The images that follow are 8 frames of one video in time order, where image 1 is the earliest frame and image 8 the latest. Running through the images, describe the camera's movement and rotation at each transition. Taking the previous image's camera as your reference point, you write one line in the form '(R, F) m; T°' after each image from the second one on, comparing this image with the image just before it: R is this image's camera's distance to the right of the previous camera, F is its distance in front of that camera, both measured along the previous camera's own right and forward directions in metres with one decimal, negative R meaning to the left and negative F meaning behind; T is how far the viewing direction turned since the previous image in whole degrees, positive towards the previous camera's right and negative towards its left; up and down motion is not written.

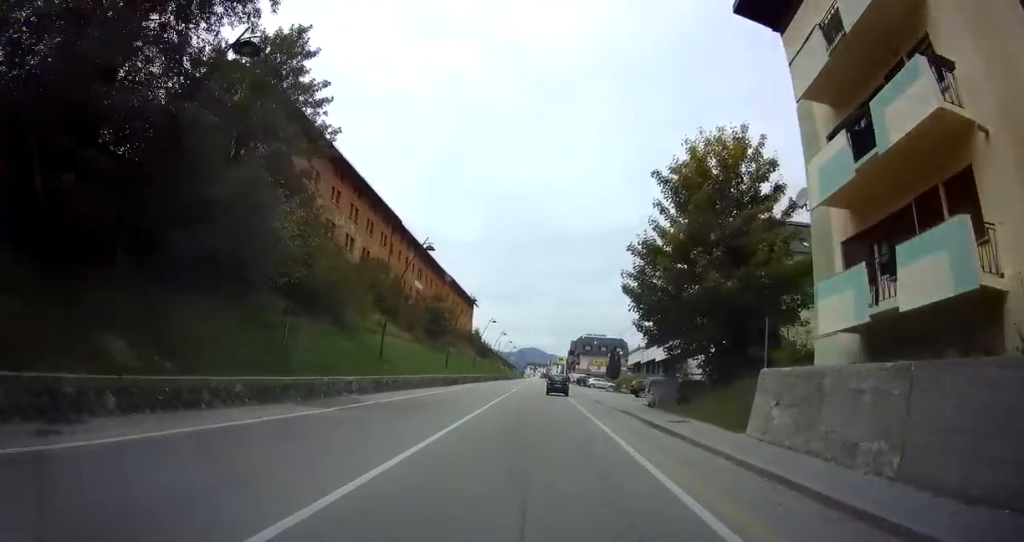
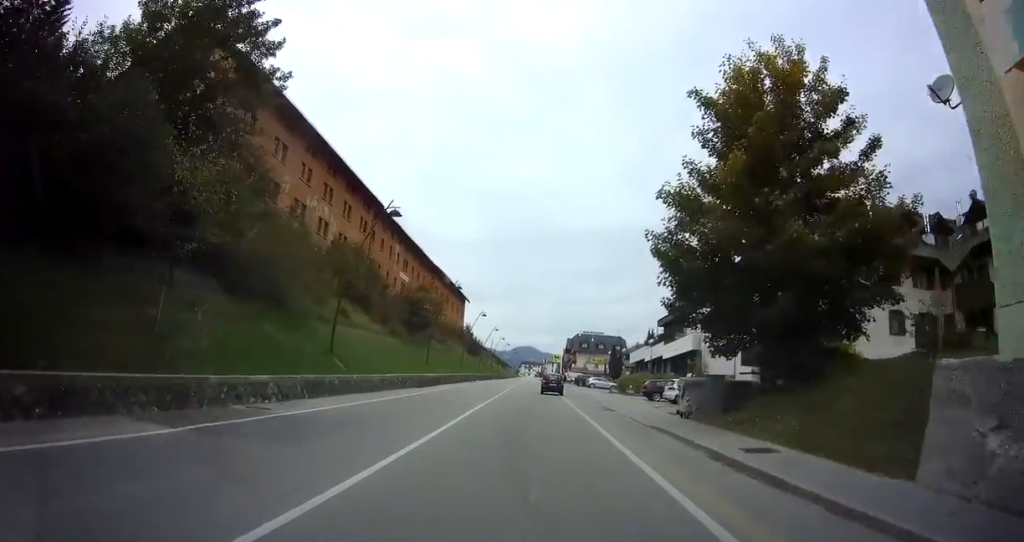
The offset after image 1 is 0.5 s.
(-0.3, +6.9) m; 0°
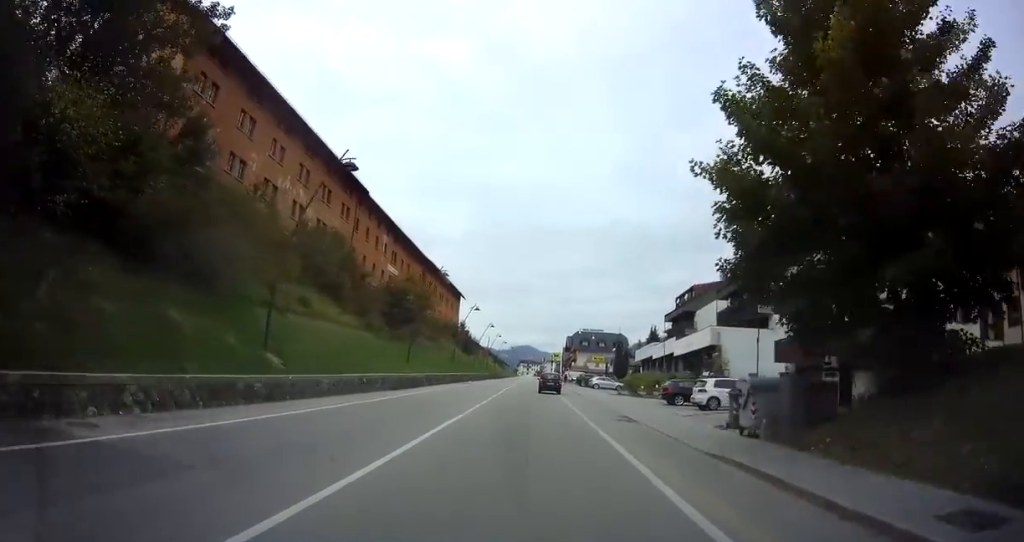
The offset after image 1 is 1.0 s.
(+0.2, +6.1) m; +1°
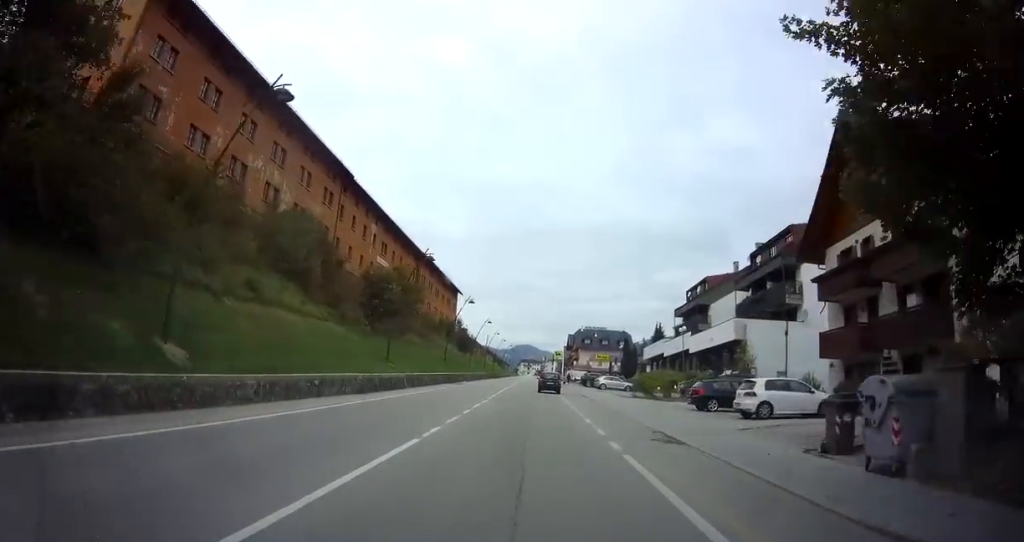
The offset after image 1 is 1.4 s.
(+0.1, +5.7) m; +1°
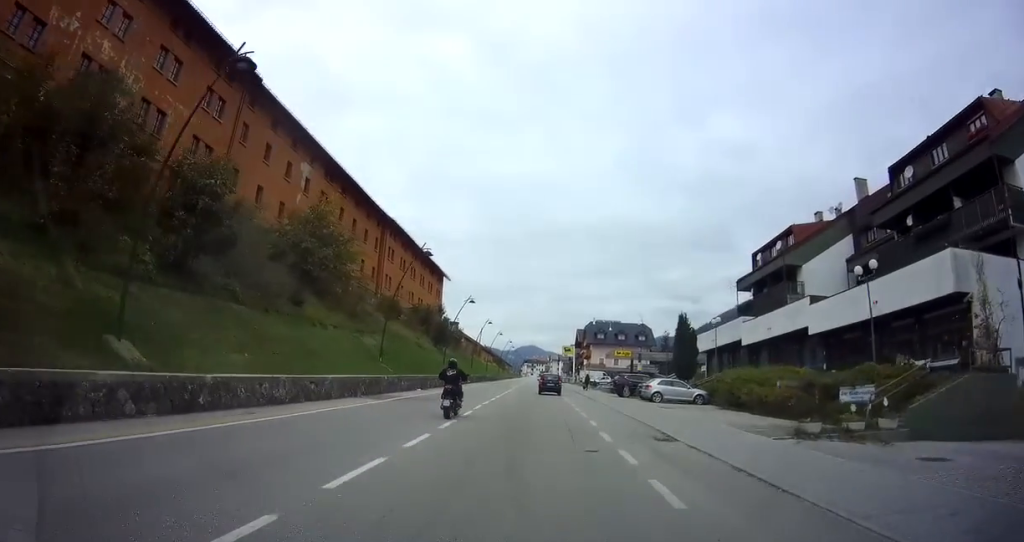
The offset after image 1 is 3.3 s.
(0.0, +24.5) m; +1°
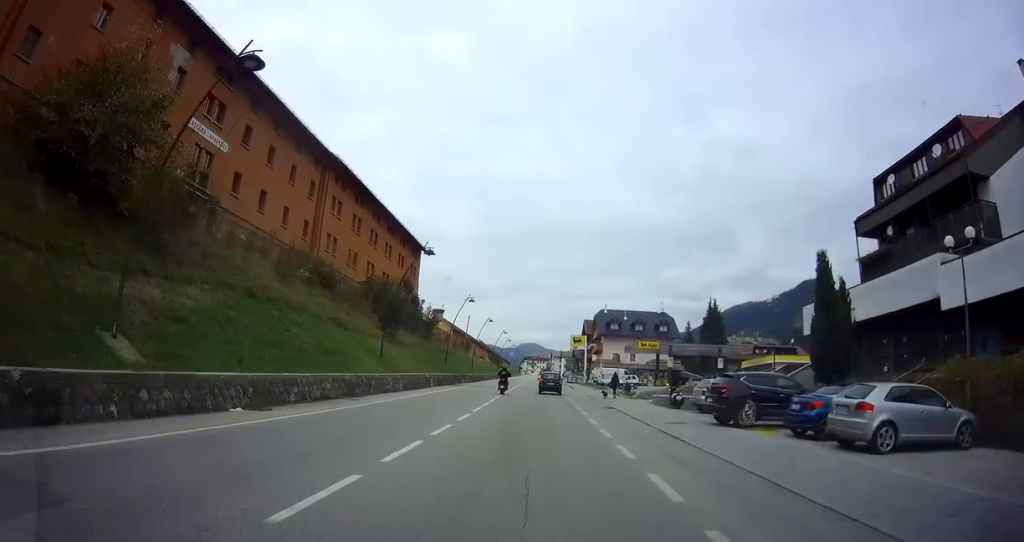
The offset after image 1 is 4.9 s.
(+0.4, +22.0) m; 0°
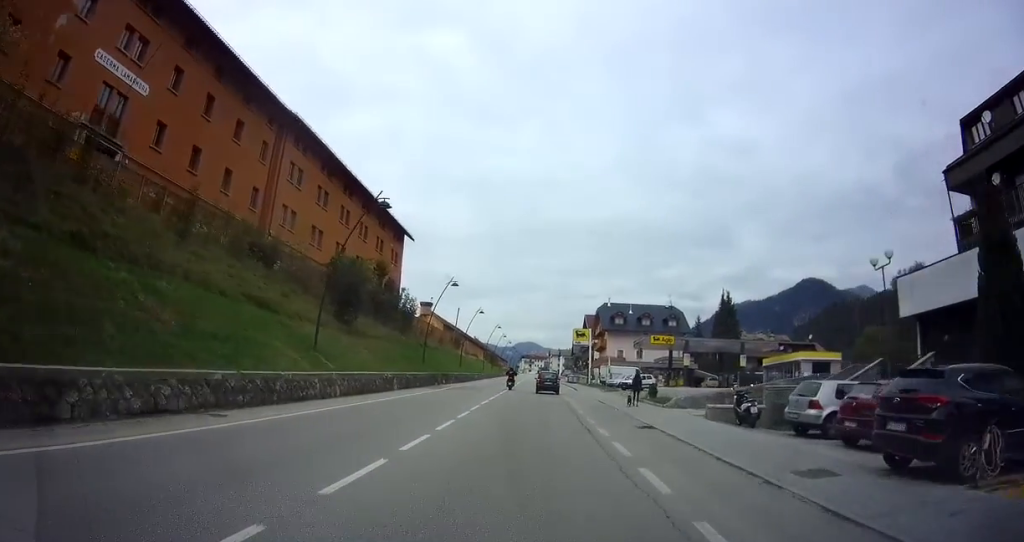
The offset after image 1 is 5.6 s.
(-0.2, +9.5) m; -1°
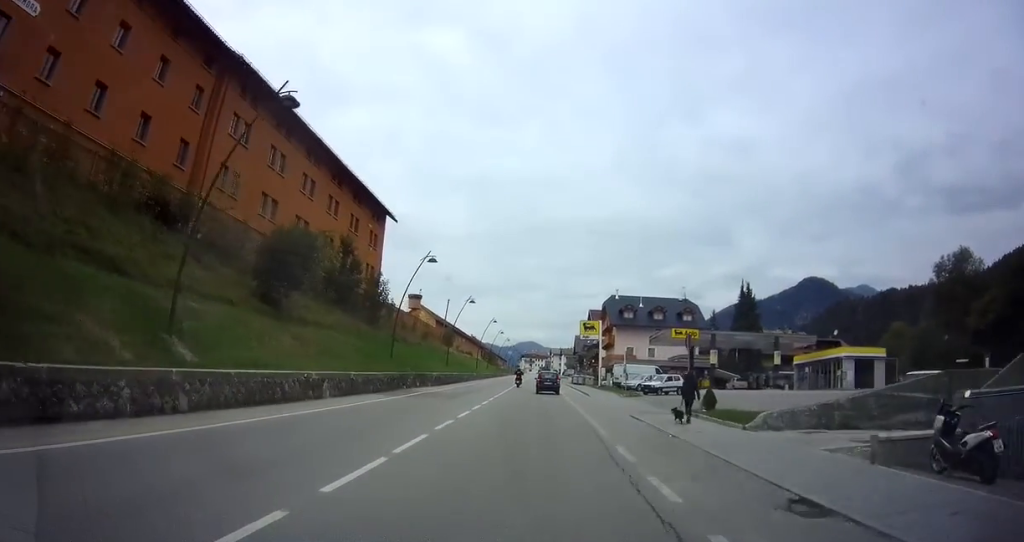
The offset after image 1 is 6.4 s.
(0.0, +10.4) m; +1°
